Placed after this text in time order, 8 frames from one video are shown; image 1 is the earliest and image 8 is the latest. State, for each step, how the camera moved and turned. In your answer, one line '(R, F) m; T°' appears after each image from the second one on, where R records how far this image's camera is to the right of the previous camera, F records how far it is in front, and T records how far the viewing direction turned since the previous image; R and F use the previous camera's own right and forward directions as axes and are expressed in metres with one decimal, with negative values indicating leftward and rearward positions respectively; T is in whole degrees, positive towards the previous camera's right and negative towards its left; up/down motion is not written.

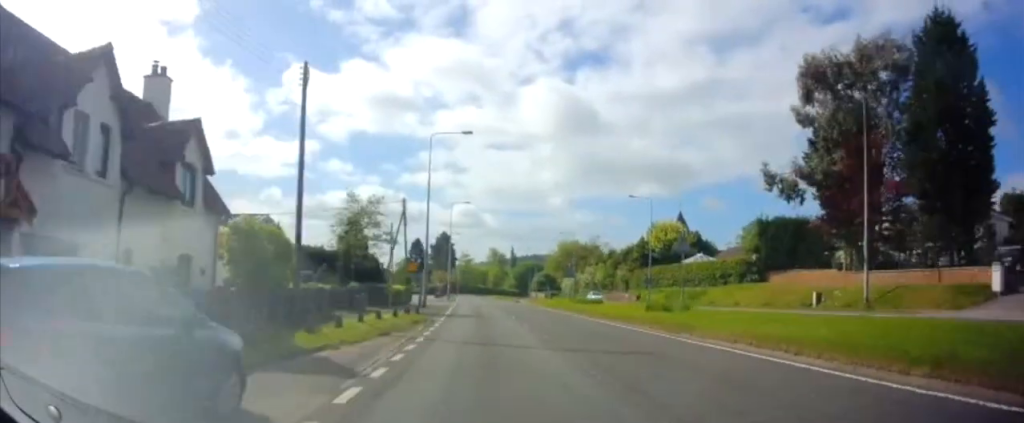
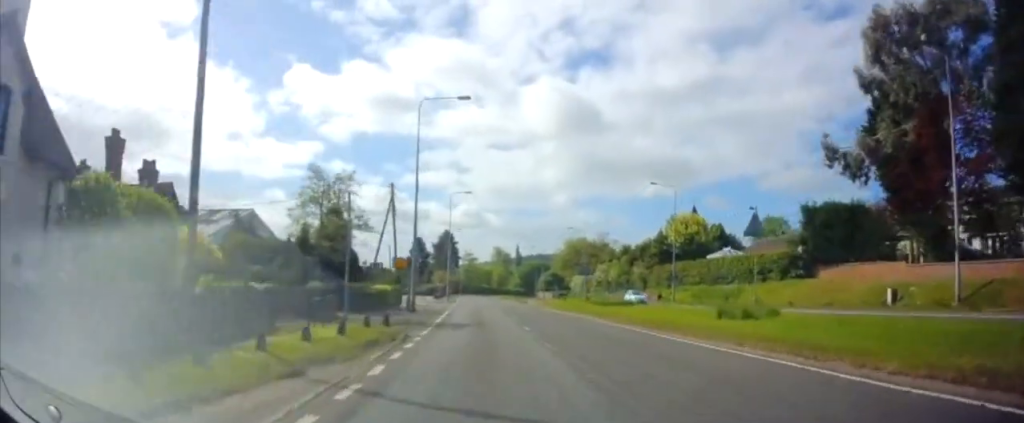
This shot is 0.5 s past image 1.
(-0.1, +7.6) m; -1°
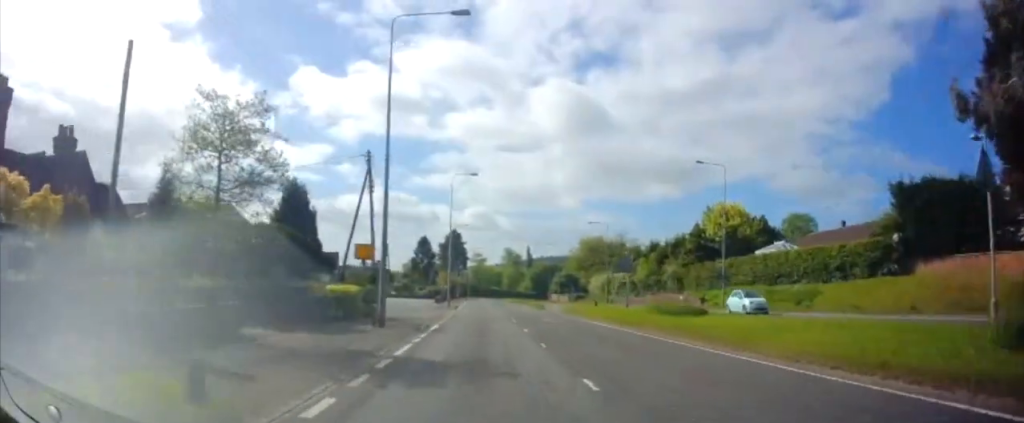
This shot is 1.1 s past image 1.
(-0.1, +11.0) m; -1°
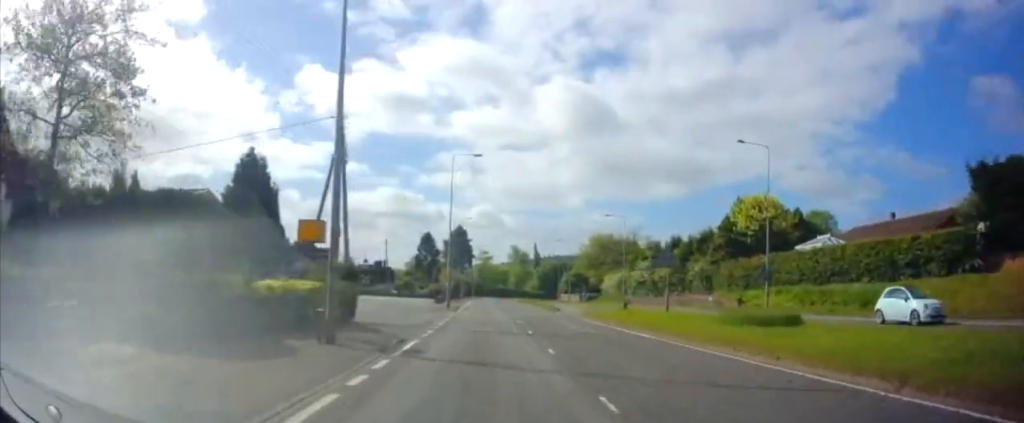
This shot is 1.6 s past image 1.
(-0.1, +7.3) m; 0°
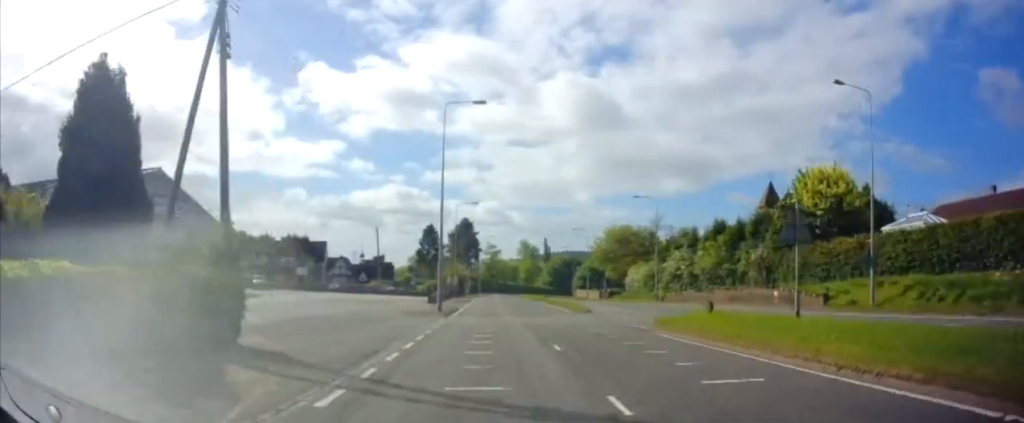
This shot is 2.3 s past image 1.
(0.0, +12.3) m; -1°
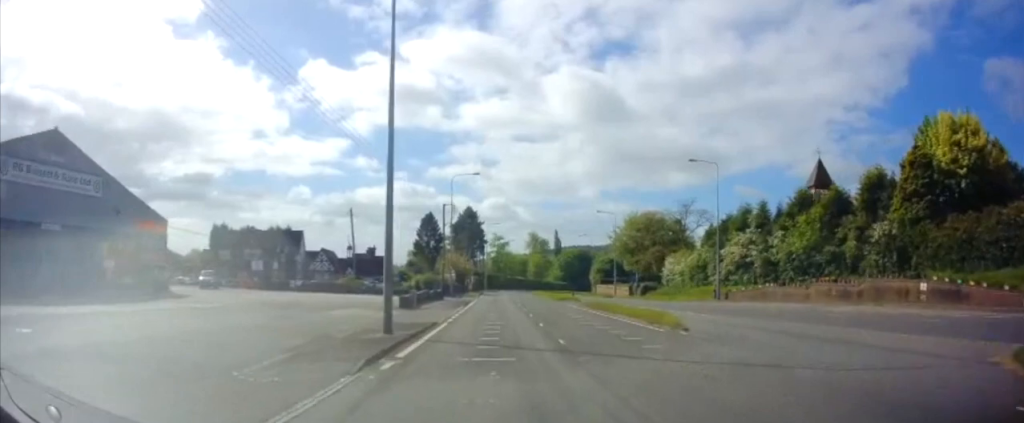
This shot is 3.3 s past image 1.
(-0.2, +17.3) m; -1°
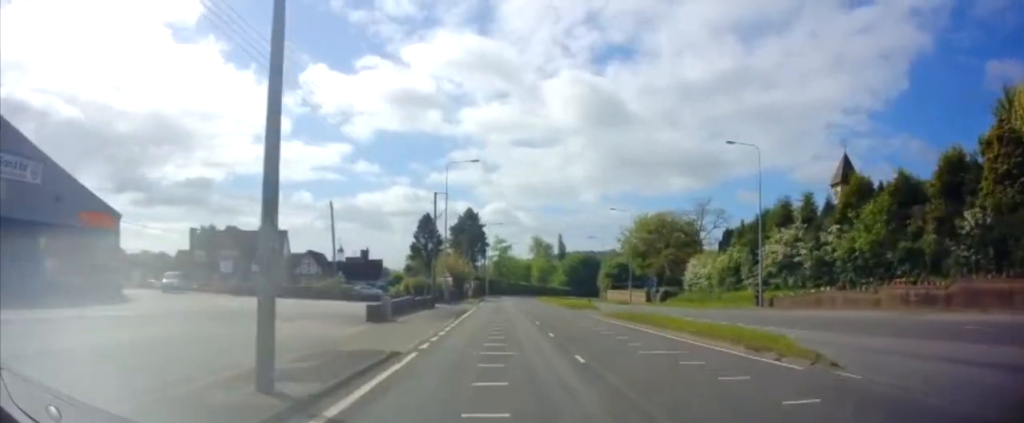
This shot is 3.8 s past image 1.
(-0.1, +8.3) m; -1°
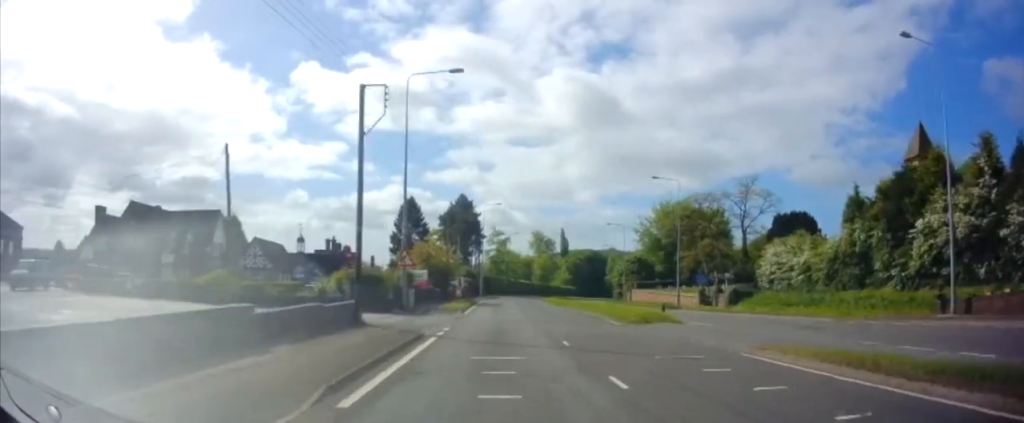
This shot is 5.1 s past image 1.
(+0.1, +20.8) m; +1°
